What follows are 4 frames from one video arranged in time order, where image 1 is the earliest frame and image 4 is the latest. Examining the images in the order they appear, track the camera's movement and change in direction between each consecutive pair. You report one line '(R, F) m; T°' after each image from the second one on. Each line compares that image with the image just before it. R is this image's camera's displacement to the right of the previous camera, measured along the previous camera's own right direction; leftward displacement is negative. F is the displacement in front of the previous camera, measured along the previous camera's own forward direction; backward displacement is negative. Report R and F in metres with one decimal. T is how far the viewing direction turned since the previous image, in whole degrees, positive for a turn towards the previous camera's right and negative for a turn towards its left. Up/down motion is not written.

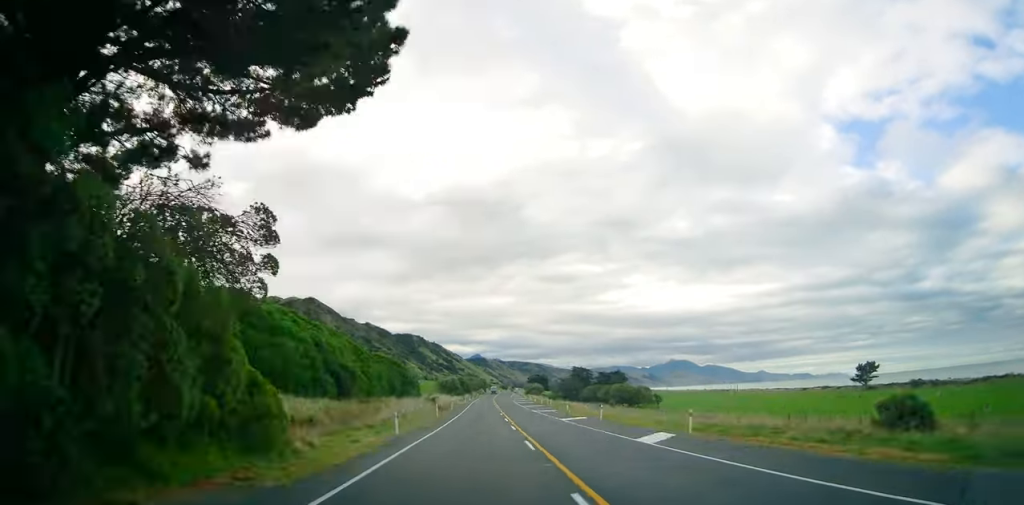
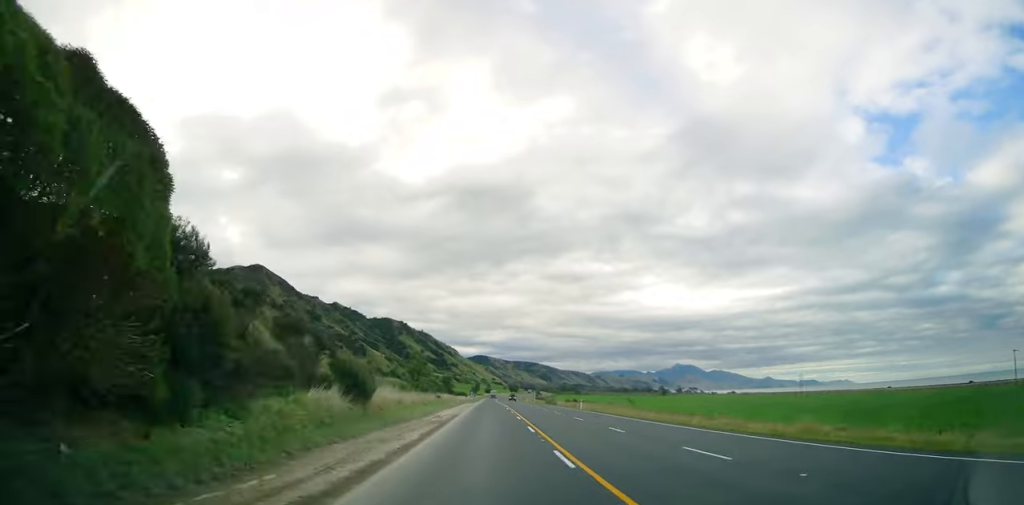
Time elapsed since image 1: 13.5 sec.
(+1.8, +325.6) m; -1°
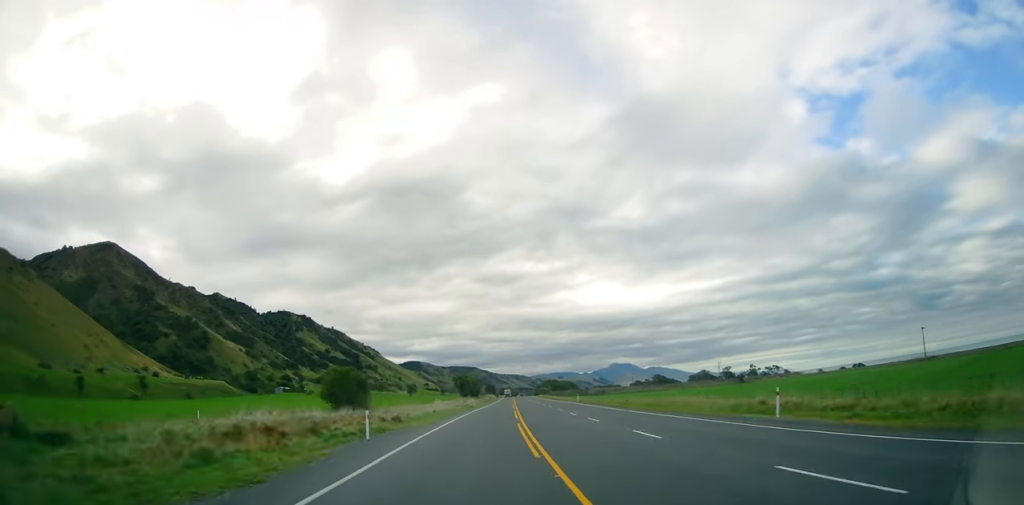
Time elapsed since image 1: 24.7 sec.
(+11.5, +267.3) m; +8°
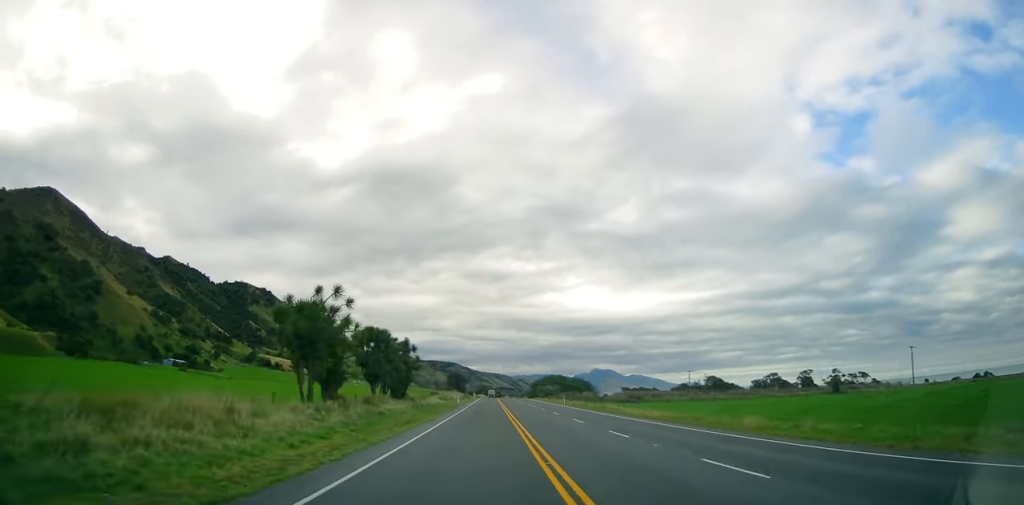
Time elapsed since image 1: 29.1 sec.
(+1.7, +107.6) m; +1°
